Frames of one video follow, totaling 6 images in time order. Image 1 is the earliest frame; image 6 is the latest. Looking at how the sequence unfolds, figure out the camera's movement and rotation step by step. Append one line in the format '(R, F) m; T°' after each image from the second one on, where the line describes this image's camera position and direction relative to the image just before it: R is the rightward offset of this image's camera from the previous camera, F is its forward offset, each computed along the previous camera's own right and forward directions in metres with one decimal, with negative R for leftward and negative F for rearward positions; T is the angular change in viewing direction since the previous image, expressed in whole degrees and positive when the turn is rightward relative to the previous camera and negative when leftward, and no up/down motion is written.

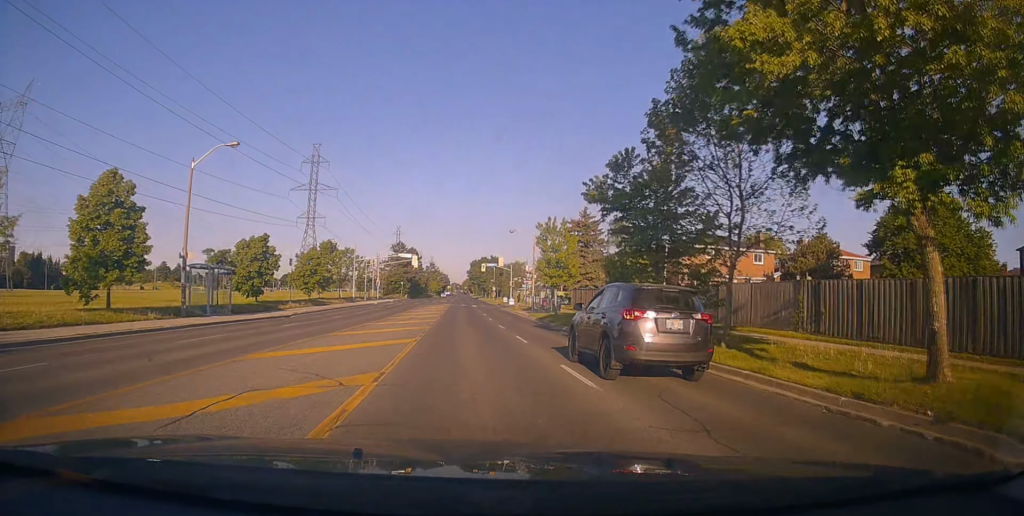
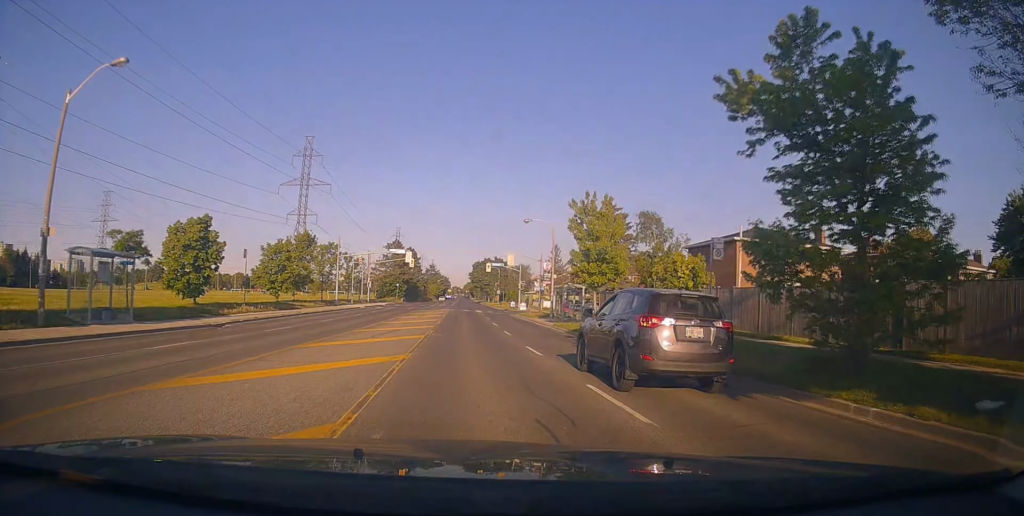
(-0.4, +11.1) m; 0°
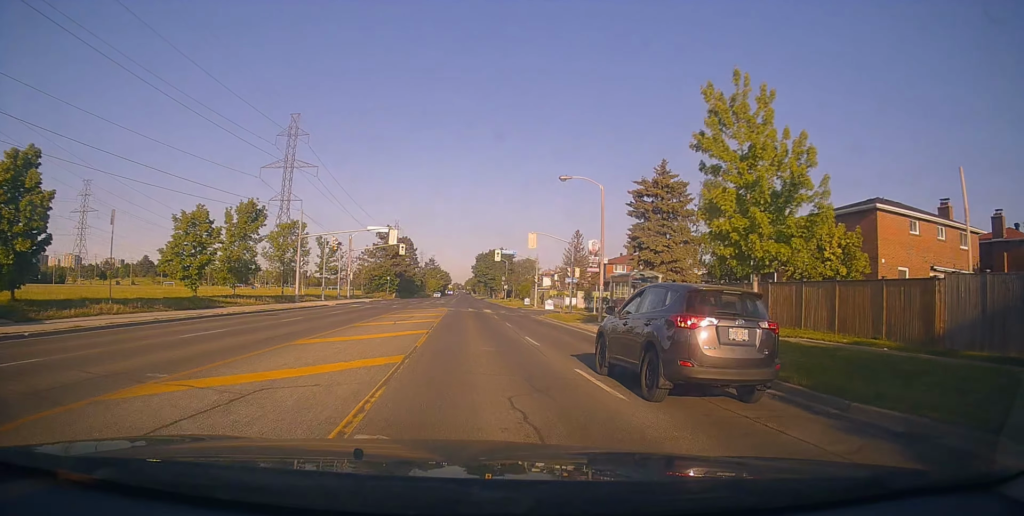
(+0.4, +15.4) m; +1°
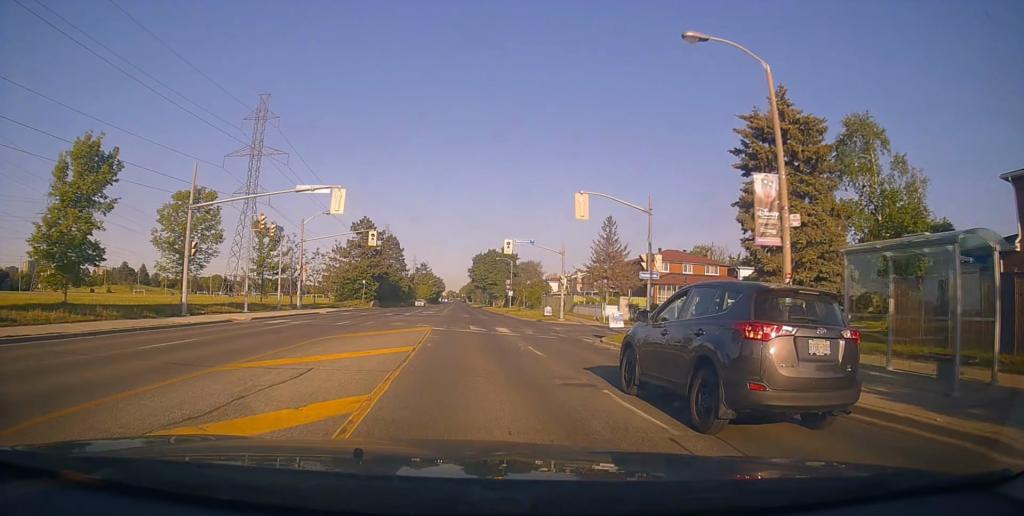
(-0.3, +19.2) m; 0°
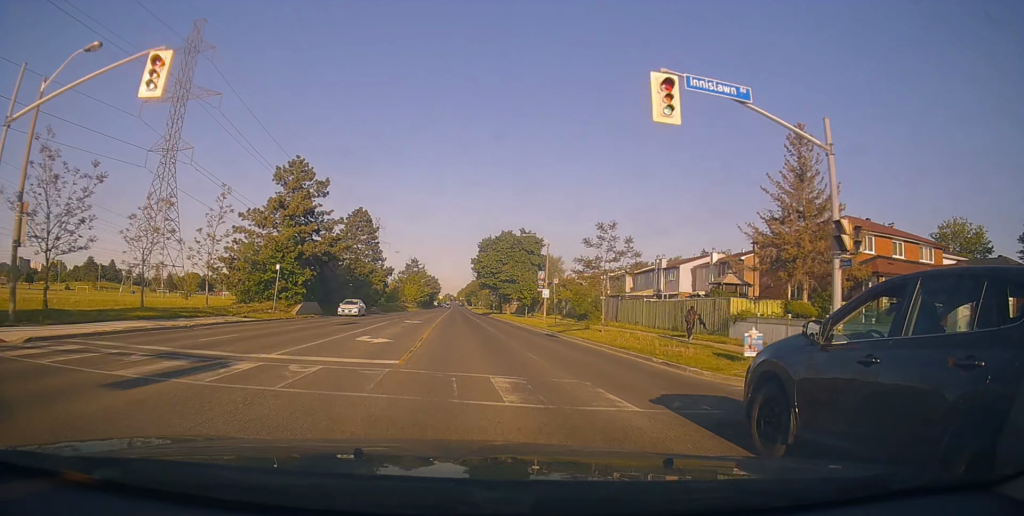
(-0.5, +34.7) m; -1°
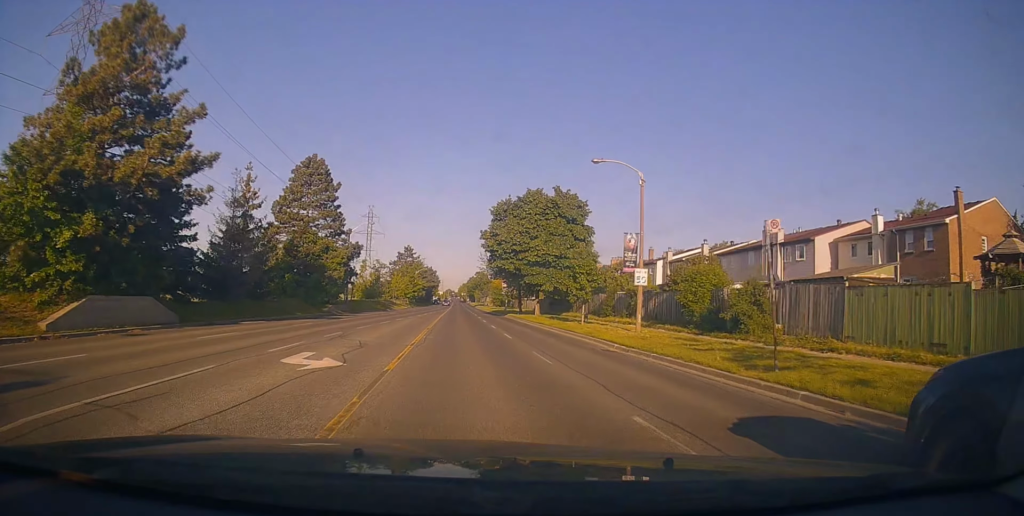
(+0.2, +26.4) m; 0°
